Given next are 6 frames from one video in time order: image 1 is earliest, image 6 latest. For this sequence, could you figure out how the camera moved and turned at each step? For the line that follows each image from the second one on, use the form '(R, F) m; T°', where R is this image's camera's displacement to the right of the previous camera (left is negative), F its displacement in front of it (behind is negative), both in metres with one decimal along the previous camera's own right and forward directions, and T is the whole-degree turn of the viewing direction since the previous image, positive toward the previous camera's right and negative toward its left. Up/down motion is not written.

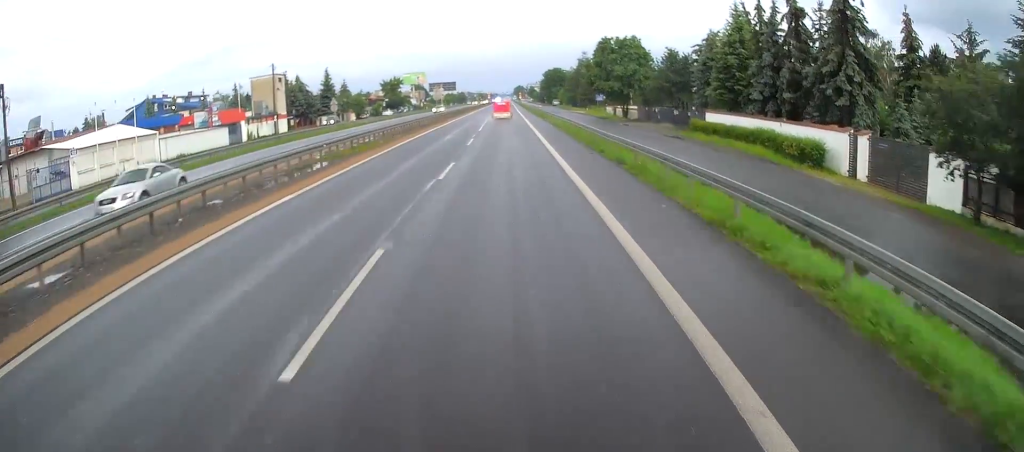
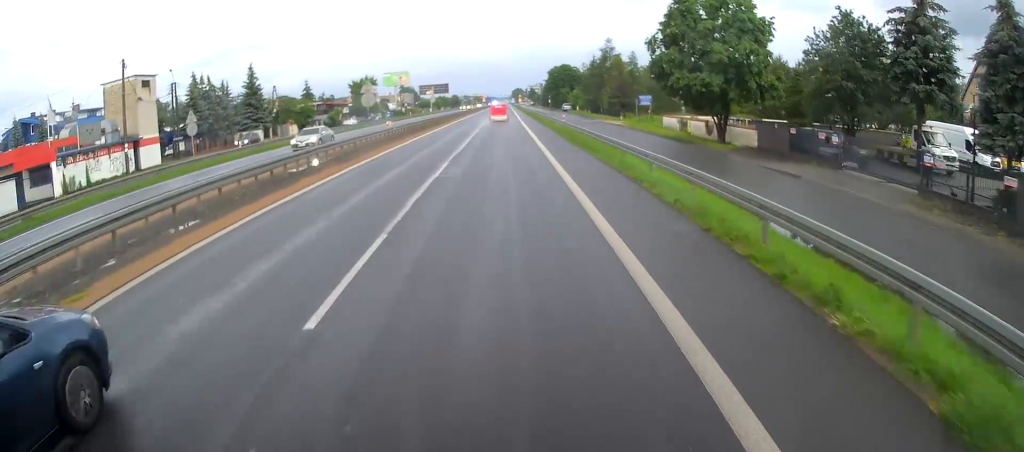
(+0.7, +34.4) m; +2°
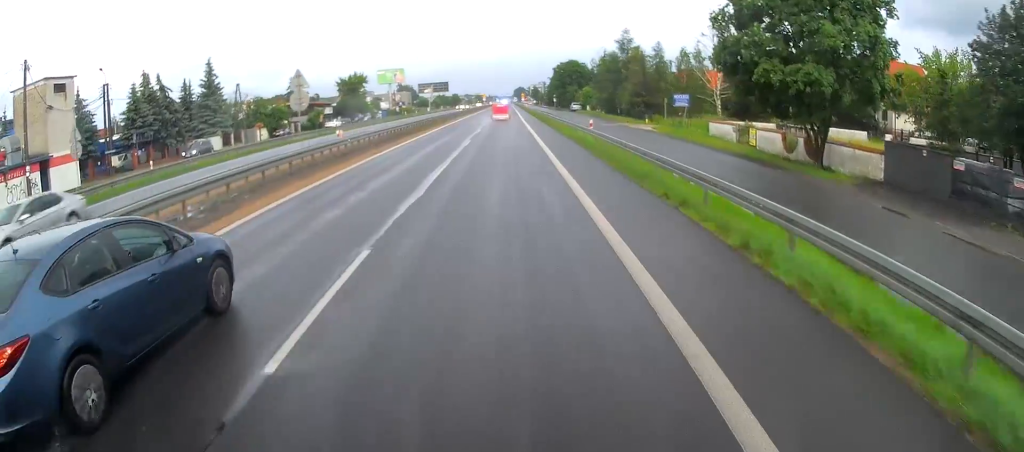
(+0.3, +12.9) m; 0°
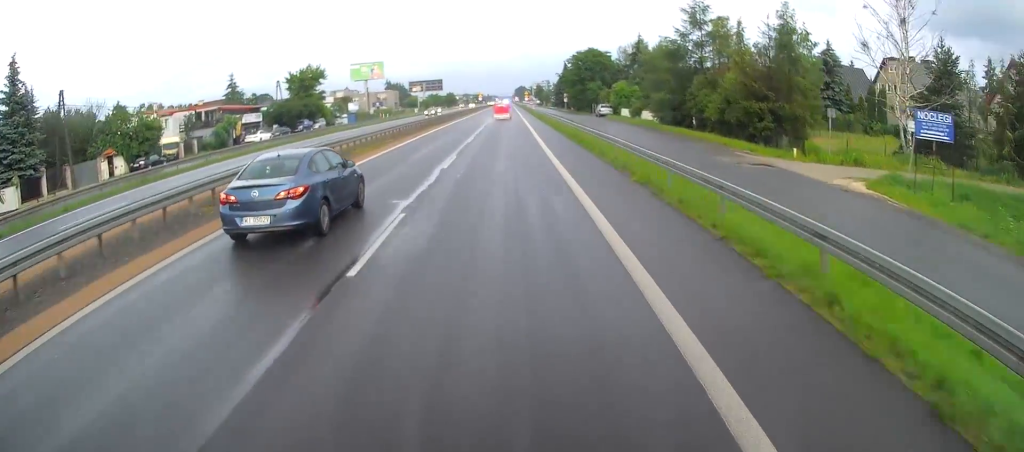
(-0.7, +33.0) m; -2°
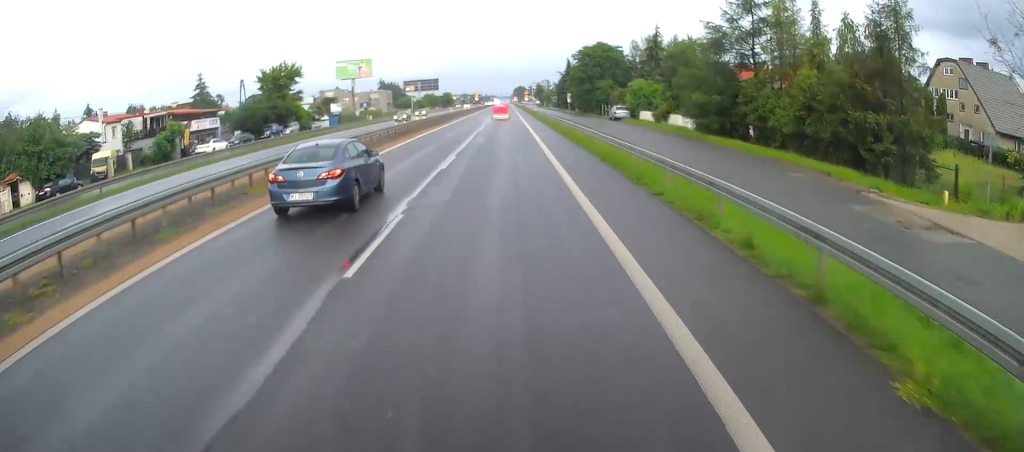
(-0.1, +12.0) m; 0°
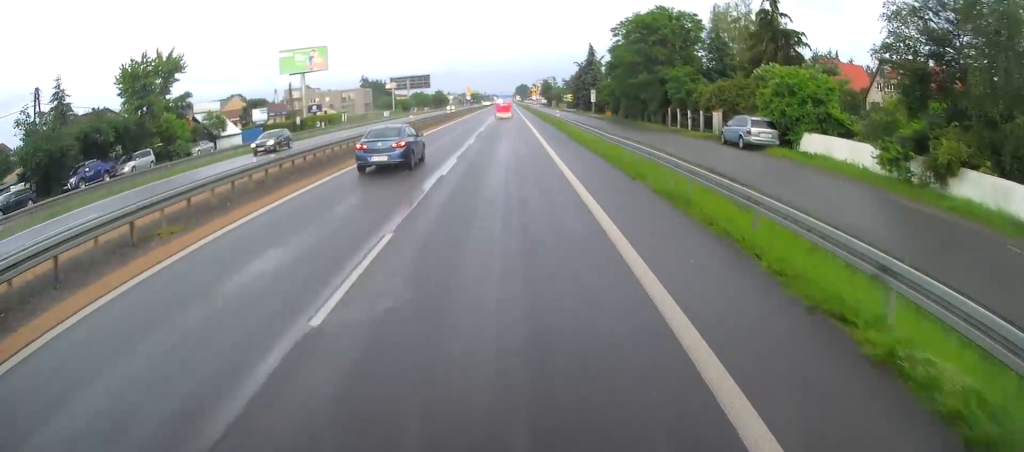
(+0.3, +38.0) m; +2°
